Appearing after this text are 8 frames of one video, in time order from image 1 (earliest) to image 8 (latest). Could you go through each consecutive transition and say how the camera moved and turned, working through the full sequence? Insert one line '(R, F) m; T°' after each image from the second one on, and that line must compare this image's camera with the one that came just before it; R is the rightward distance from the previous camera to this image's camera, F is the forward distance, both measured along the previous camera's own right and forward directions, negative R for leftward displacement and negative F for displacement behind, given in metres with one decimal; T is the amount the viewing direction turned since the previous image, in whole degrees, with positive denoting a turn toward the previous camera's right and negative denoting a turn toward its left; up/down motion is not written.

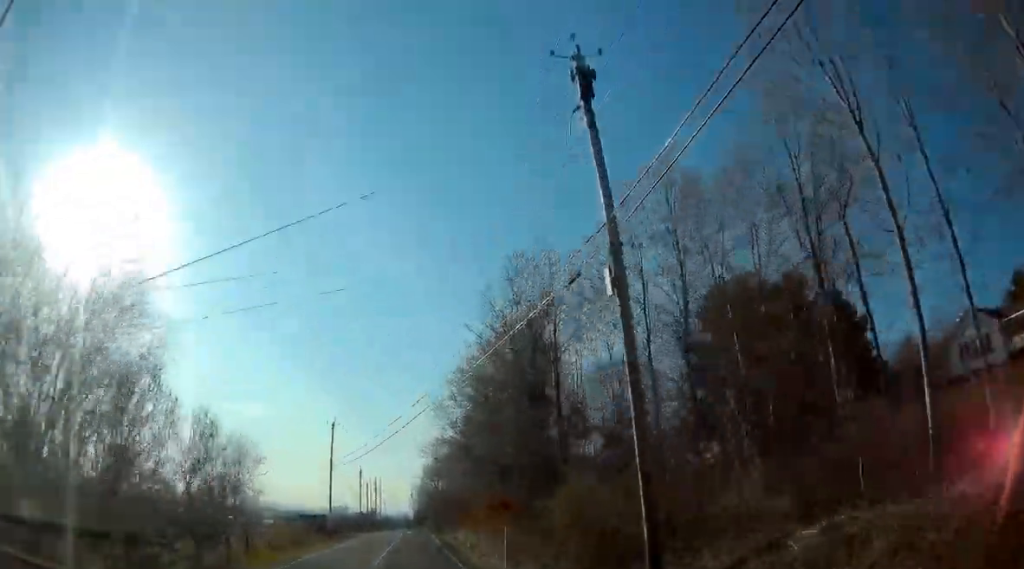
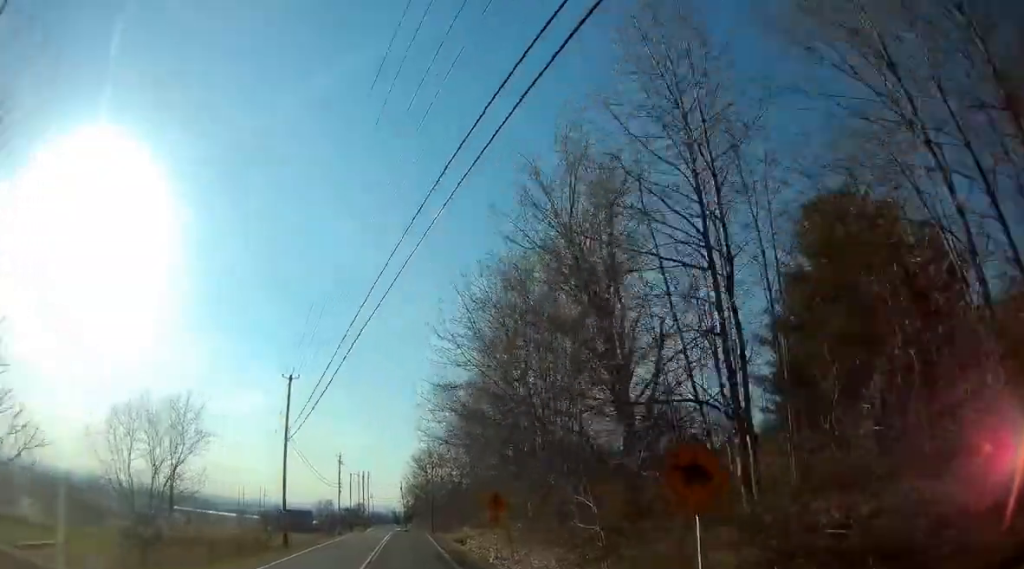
(+0.1, +17.5) m; 0°
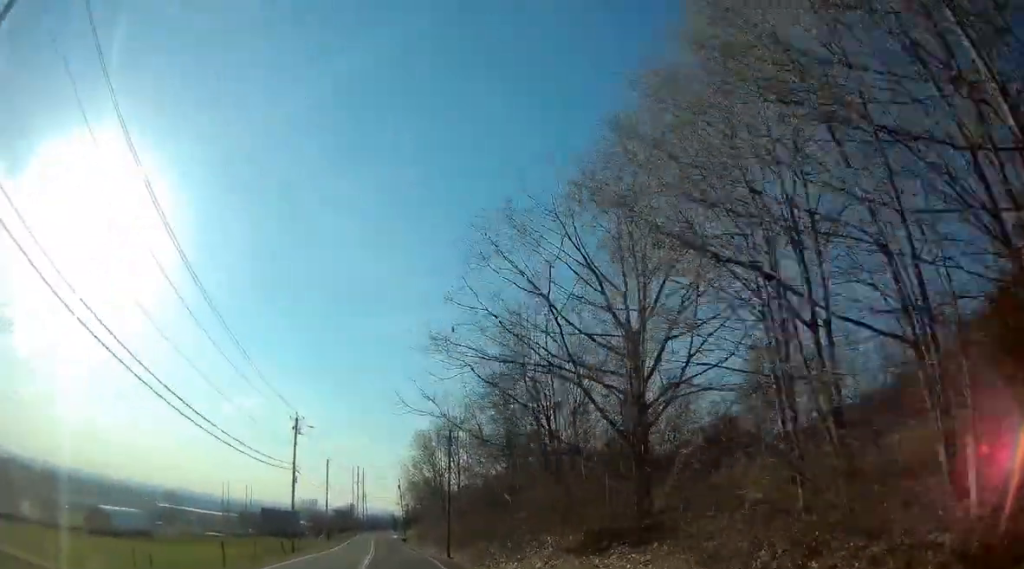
(0.0, +31.0) m; -1°
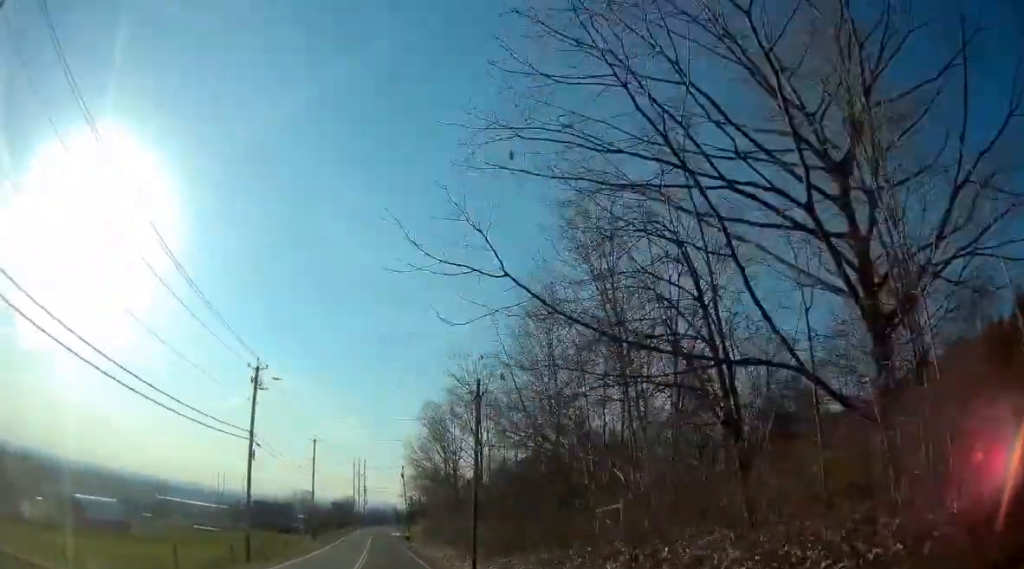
(-0.1, +14.0) m; 0°
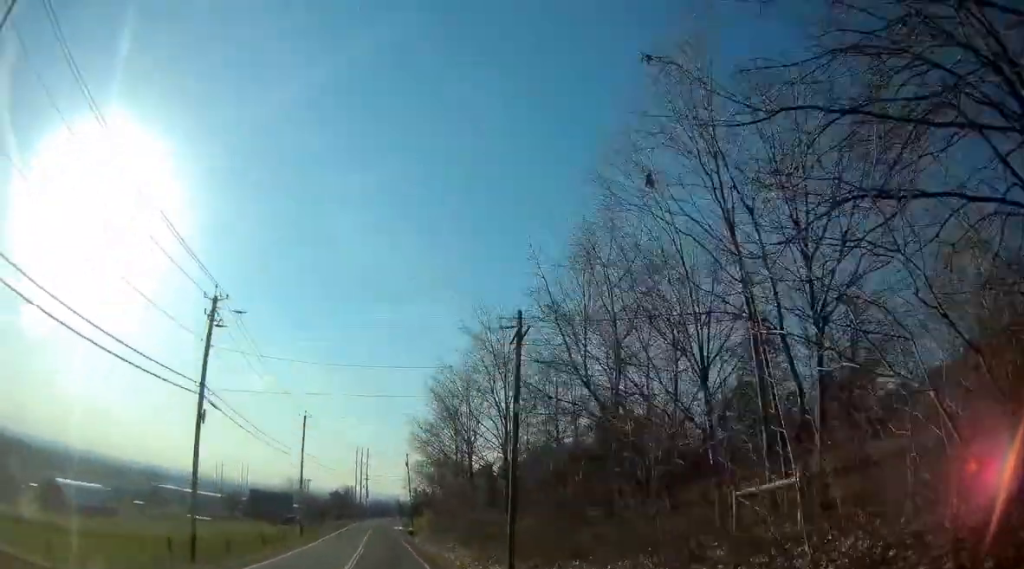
(0.0, +8.9) m; 0°
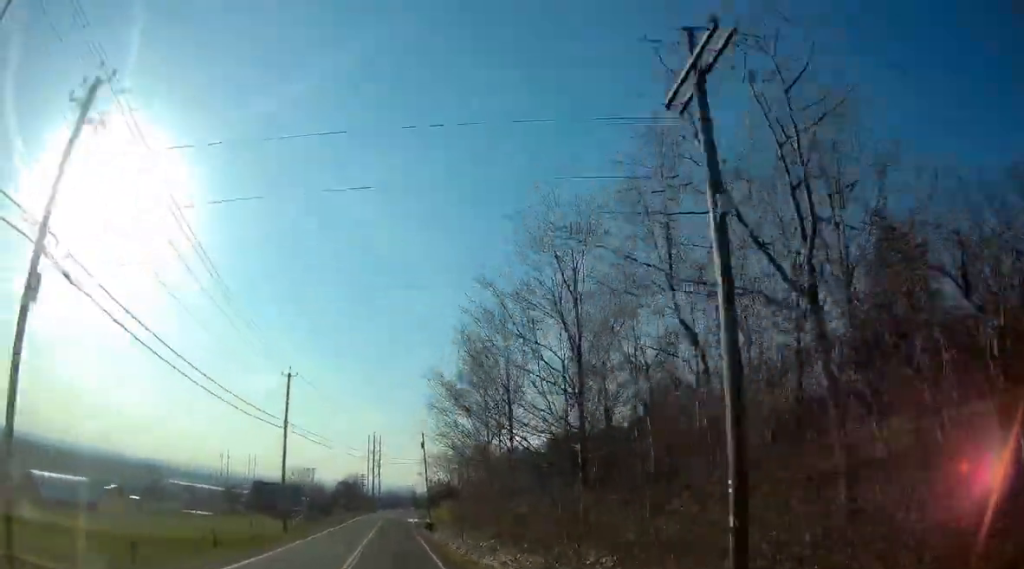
(0.0, +12.7) m; 0°
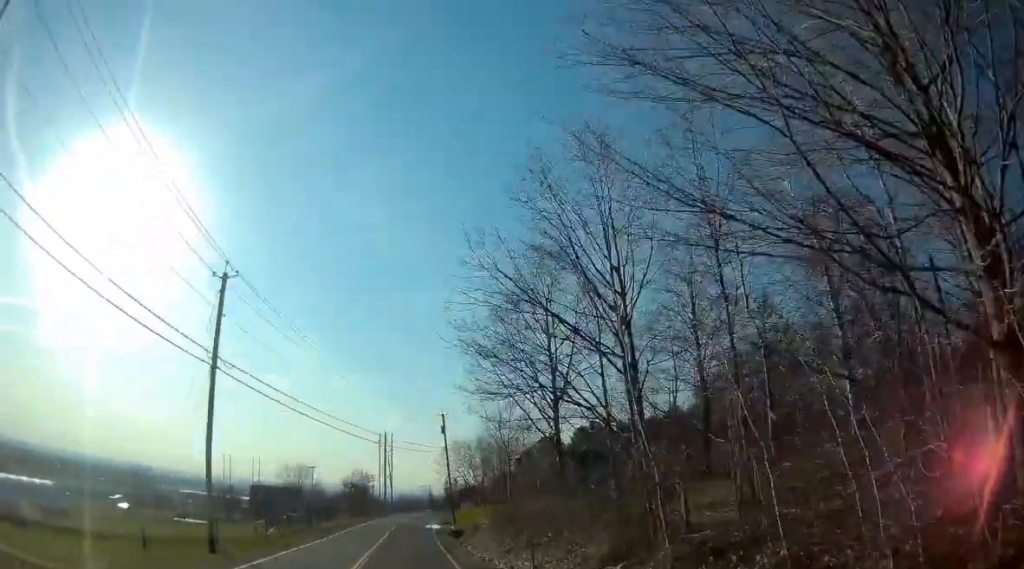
(0.0, +18.1) m; -1°
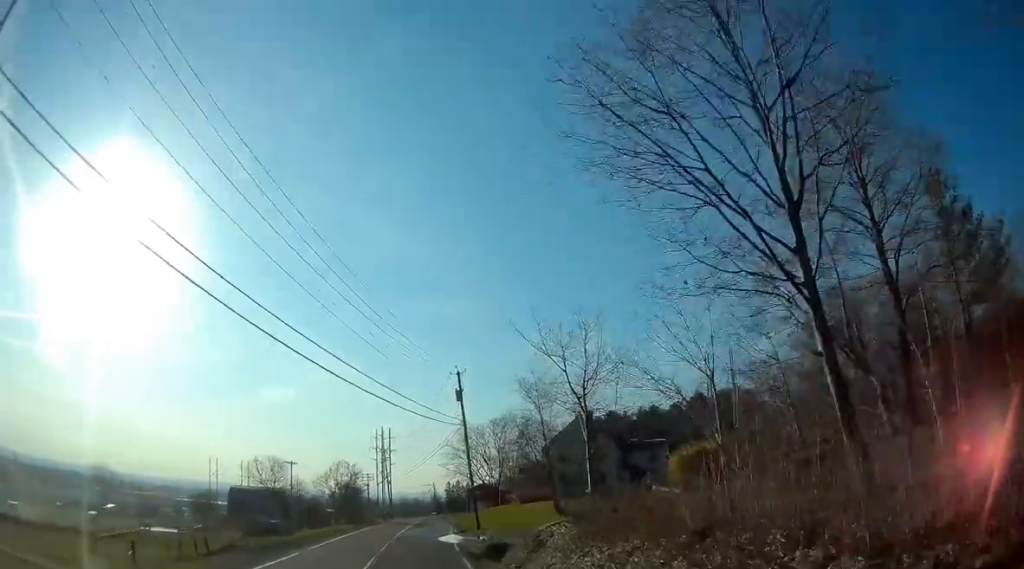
(-0.4, +21.0) m; -1°
